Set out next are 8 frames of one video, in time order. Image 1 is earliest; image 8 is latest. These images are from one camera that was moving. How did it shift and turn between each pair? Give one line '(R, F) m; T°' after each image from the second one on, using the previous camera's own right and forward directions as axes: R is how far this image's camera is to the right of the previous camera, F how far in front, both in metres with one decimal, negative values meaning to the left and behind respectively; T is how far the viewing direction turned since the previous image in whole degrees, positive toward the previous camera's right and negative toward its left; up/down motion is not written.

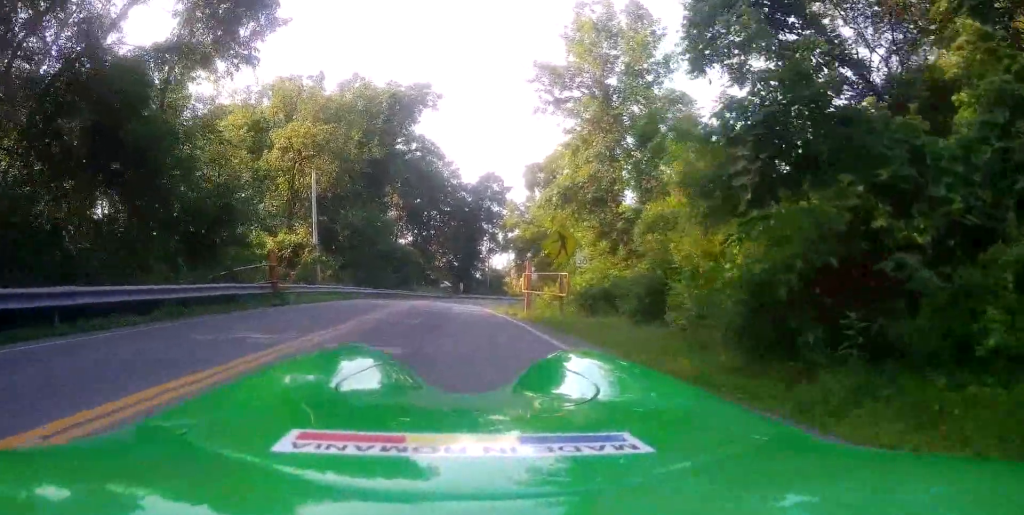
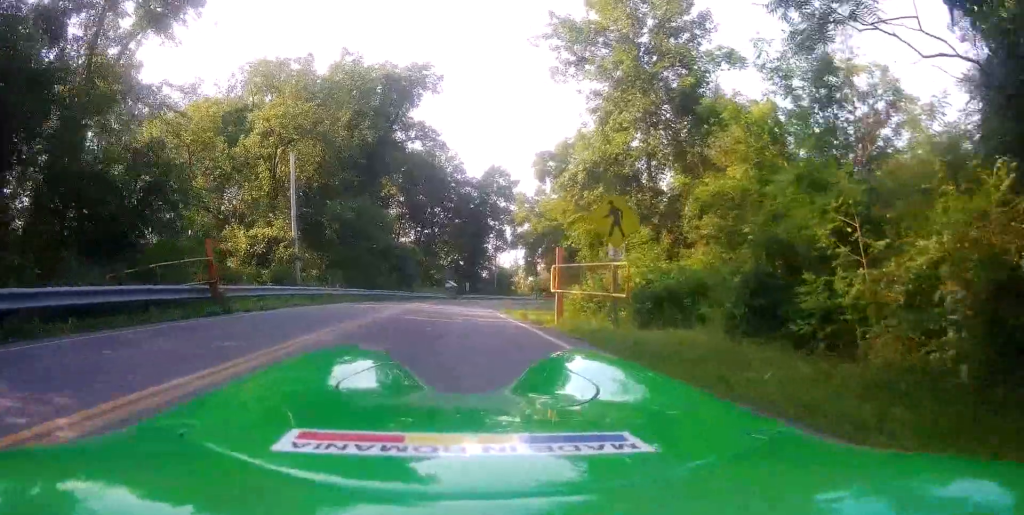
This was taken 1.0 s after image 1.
(-0.1, +6.2) m; -1°
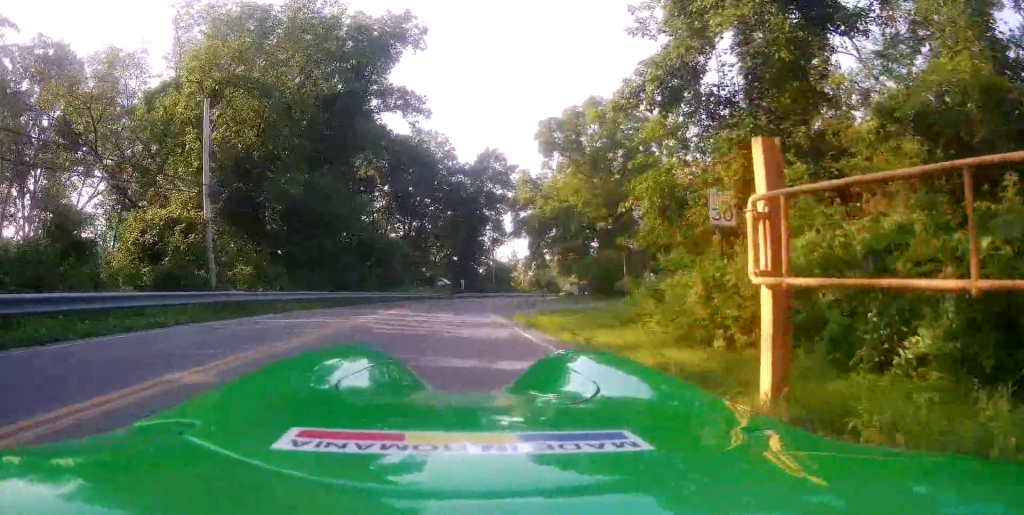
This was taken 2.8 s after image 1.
(-0.2, +10.2) m; -3°
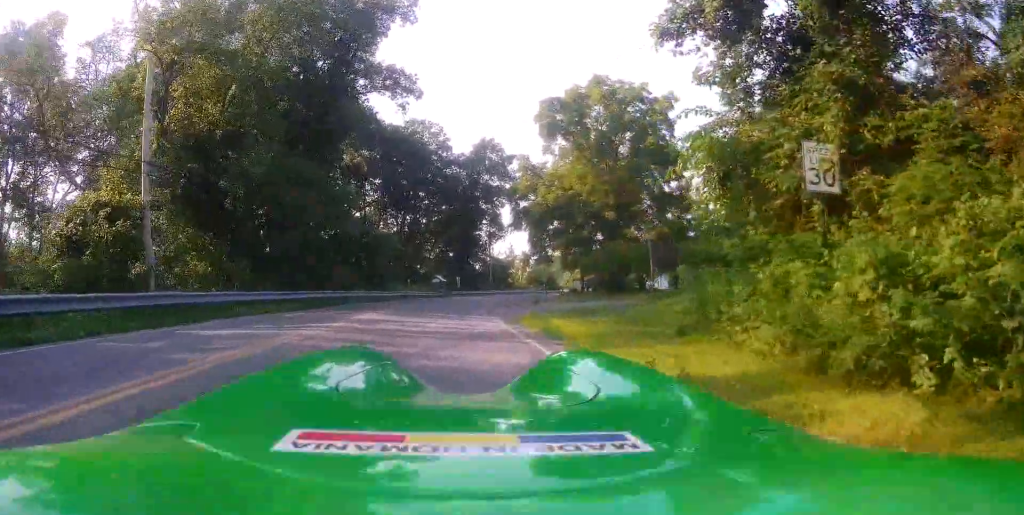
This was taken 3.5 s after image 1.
(-0.1, +3.4) m; -1°
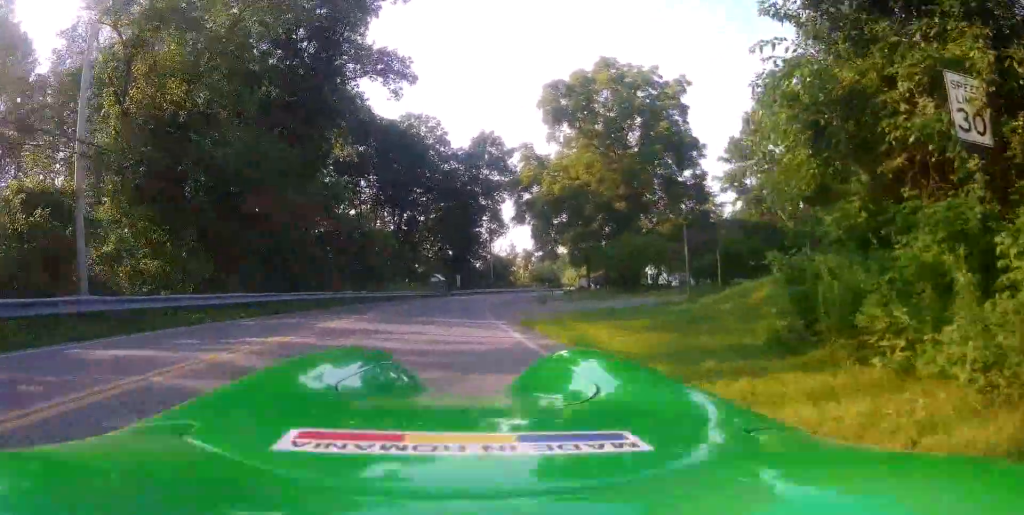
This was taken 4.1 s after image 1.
(-0.1, +2.4) m; 0°
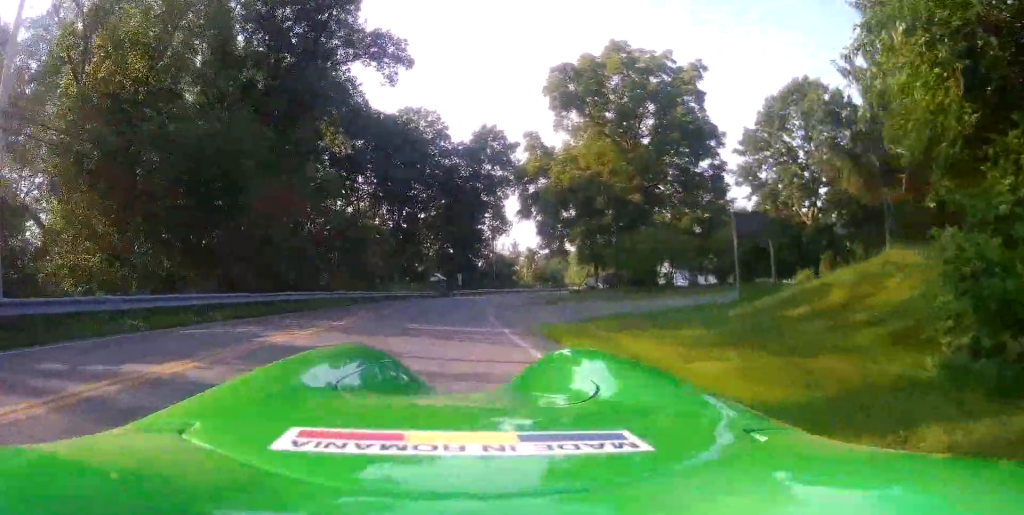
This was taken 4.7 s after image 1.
(+0.1, +2.5) m; +3°
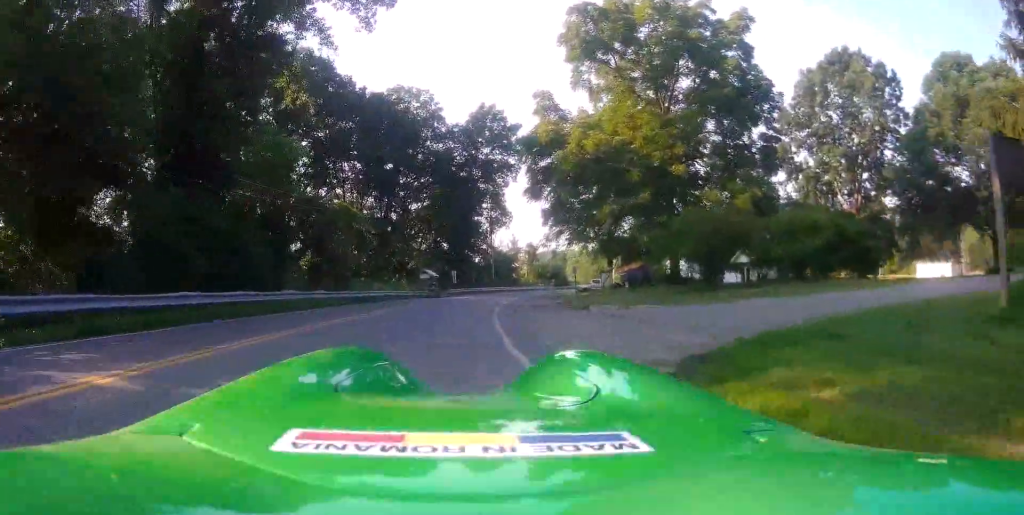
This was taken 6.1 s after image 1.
(+0.4, +6.8) m; +6°
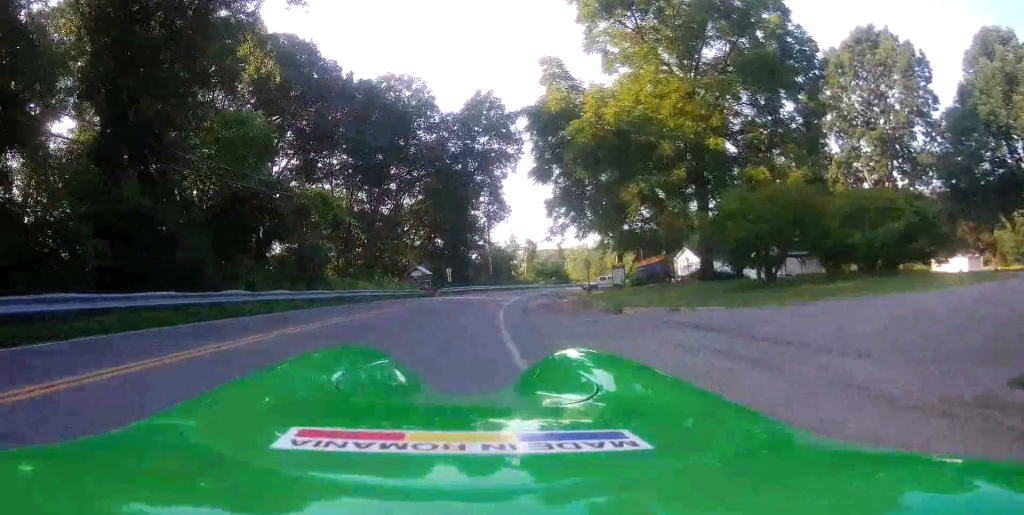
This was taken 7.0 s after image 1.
(+0.1, +4.9) m; +1°
